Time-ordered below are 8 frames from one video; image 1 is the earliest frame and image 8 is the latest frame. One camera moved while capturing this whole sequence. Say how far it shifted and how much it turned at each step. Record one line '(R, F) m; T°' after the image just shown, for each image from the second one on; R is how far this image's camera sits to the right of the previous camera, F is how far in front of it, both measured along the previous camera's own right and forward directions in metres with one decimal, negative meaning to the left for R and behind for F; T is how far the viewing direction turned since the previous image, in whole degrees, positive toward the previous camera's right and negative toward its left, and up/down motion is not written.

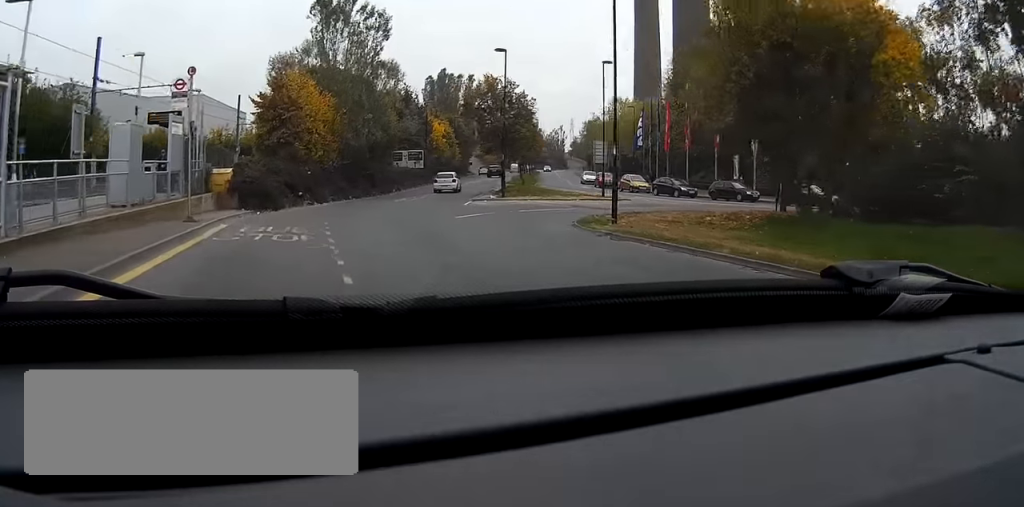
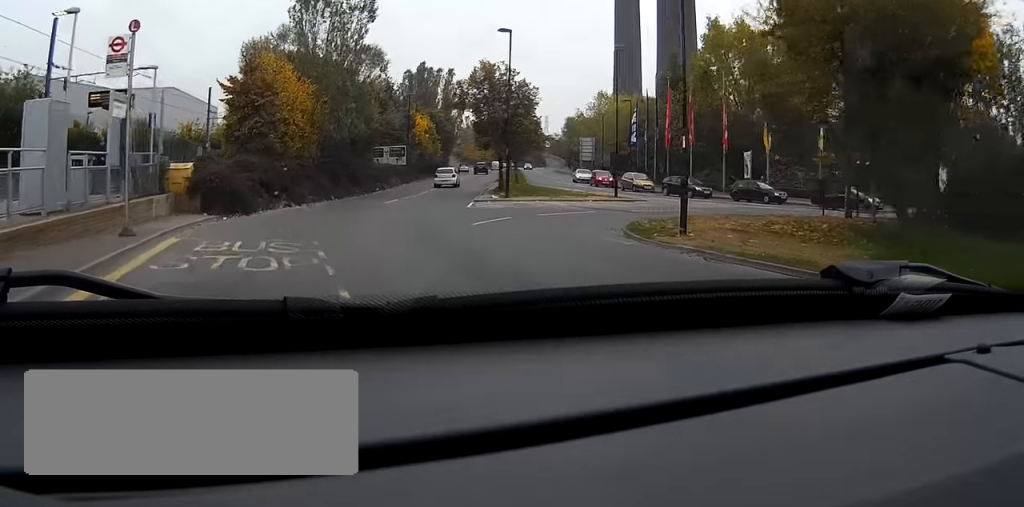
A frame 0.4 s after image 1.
(+0.2, +5.3) m; +1°
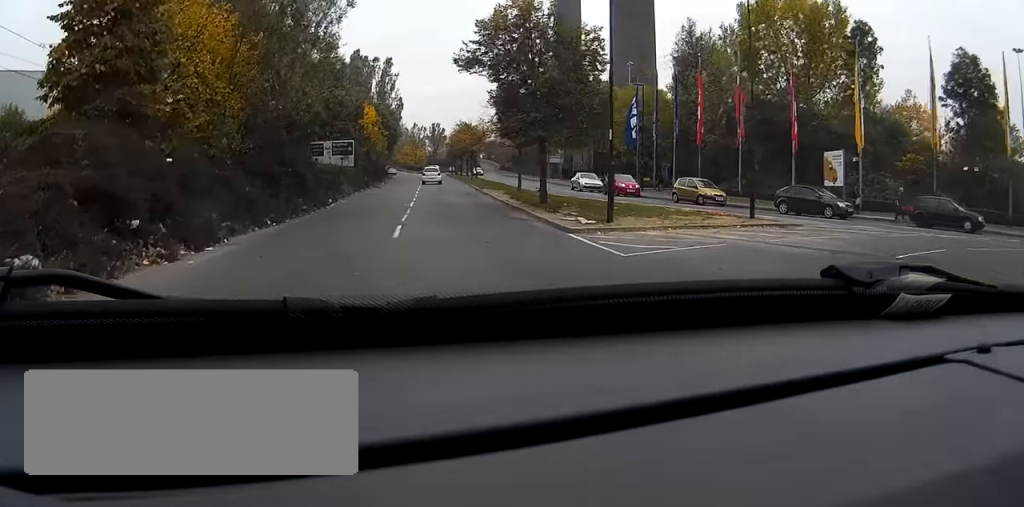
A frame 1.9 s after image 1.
(+0.5, +18.2) m; +5°
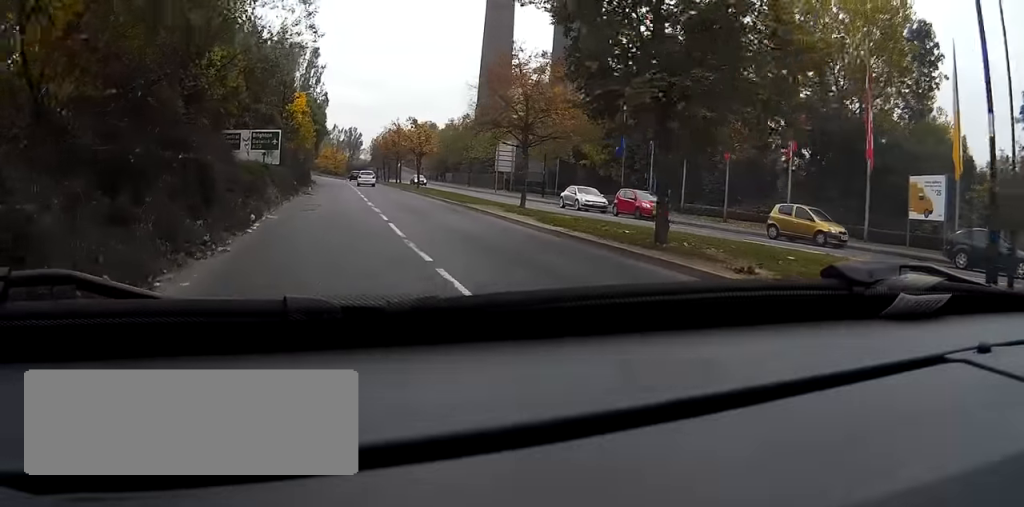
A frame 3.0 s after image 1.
(+0.8, +13.4) m; +6°
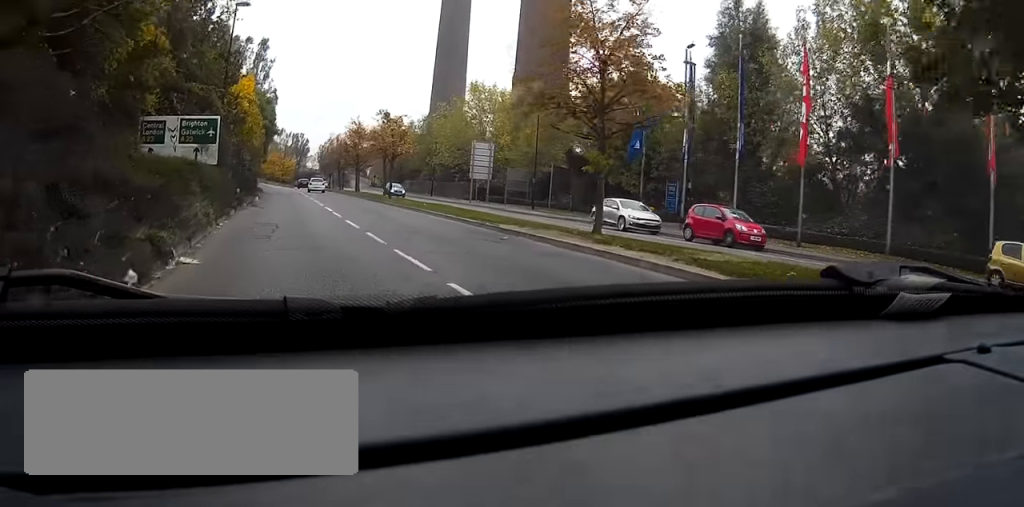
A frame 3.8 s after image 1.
(+0.5, +10.9) m; +4°
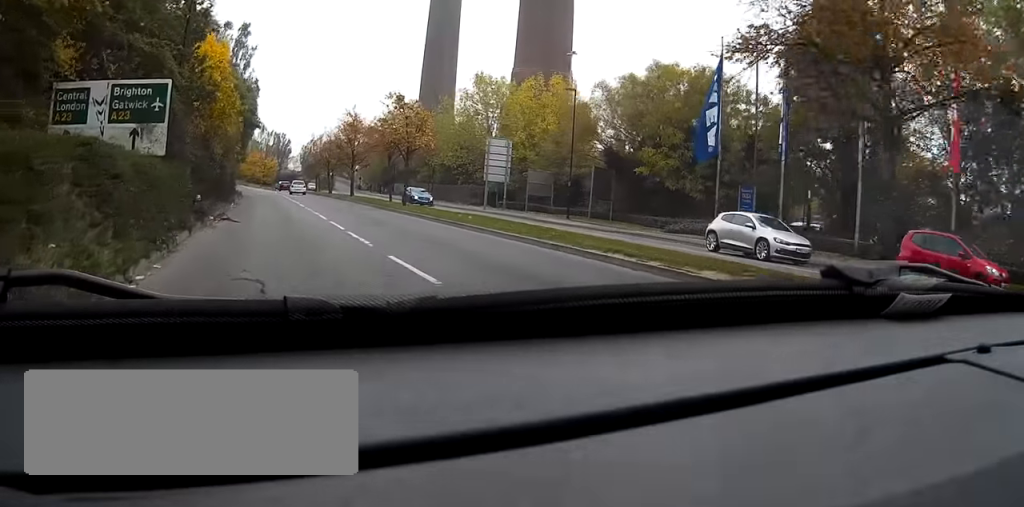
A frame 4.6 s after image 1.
(+0.3, +10.2) m; +2°
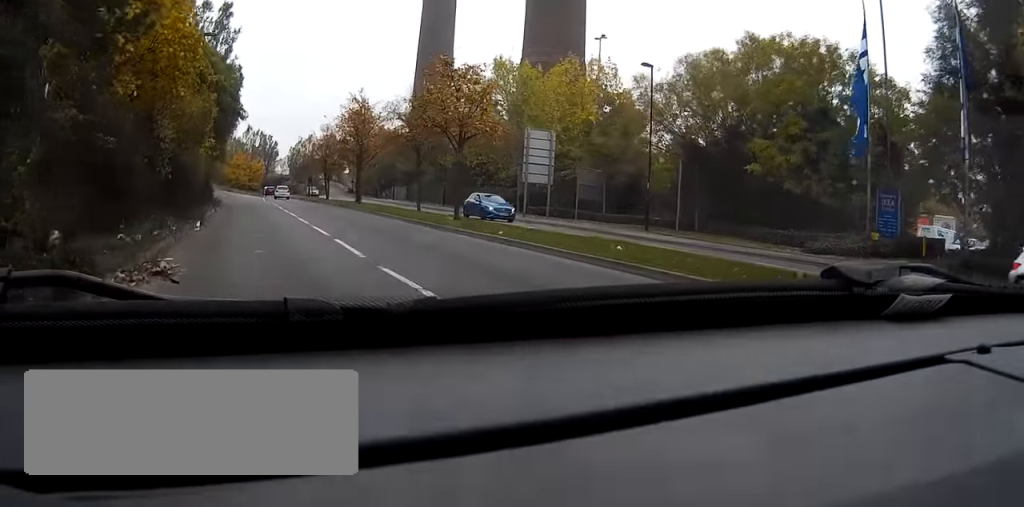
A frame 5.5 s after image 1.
(+0.2, +11.6) m; +2°
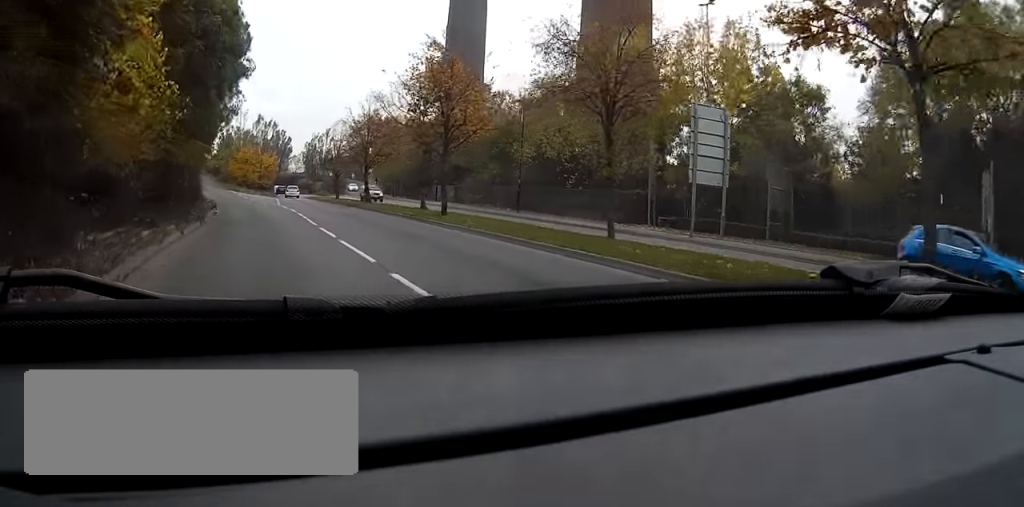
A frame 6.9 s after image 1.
(+0.2, +17.9) m; +1°
